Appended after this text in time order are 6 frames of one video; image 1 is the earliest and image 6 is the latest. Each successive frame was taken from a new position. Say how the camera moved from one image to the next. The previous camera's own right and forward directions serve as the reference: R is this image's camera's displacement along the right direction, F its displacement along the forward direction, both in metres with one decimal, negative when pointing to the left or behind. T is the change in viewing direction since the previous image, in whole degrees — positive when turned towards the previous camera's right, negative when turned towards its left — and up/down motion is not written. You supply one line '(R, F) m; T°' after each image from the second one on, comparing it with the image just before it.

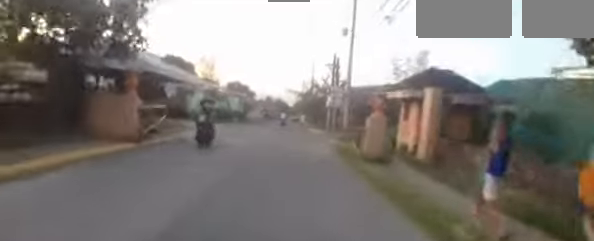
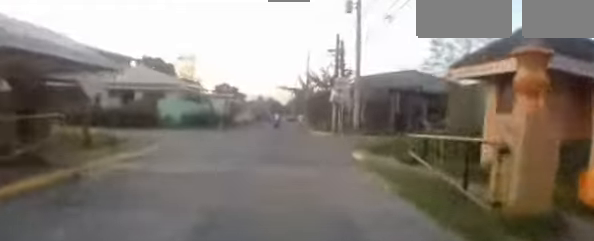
(-0.1, +6.3) m; 0°
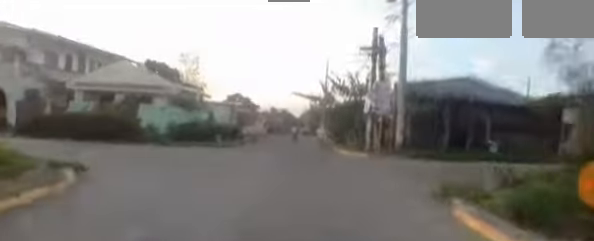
(0.0, +6.3) m; 0°
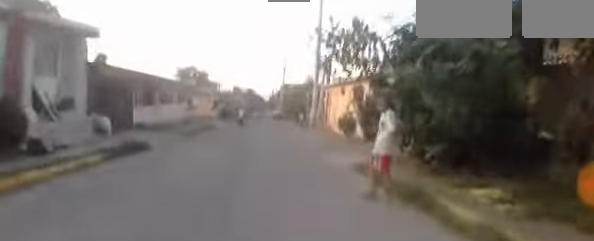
(+0.9, +19.7) m; 0°
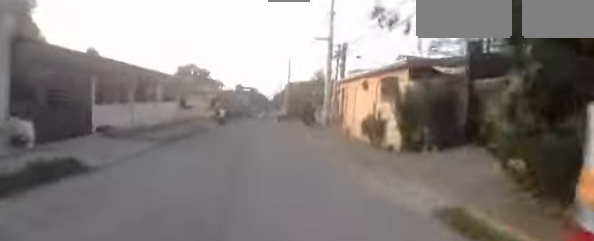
(0.0, +3.3) m; +3°
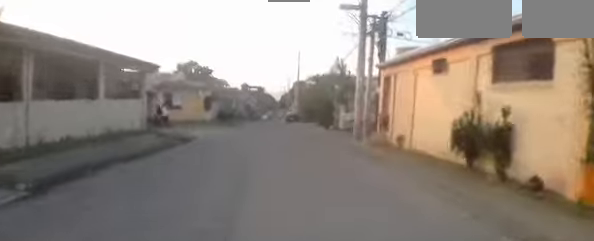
(+0.4, +6.0) m; +2°
